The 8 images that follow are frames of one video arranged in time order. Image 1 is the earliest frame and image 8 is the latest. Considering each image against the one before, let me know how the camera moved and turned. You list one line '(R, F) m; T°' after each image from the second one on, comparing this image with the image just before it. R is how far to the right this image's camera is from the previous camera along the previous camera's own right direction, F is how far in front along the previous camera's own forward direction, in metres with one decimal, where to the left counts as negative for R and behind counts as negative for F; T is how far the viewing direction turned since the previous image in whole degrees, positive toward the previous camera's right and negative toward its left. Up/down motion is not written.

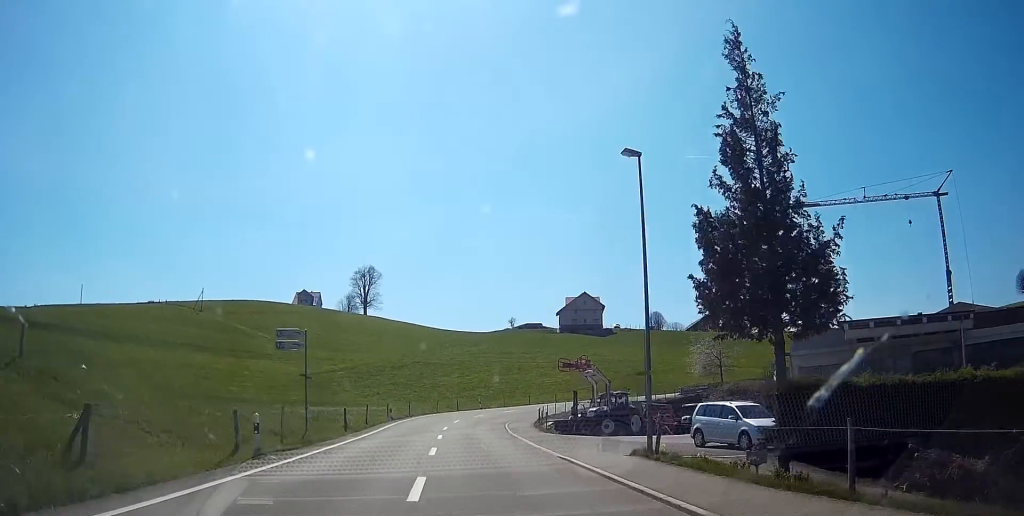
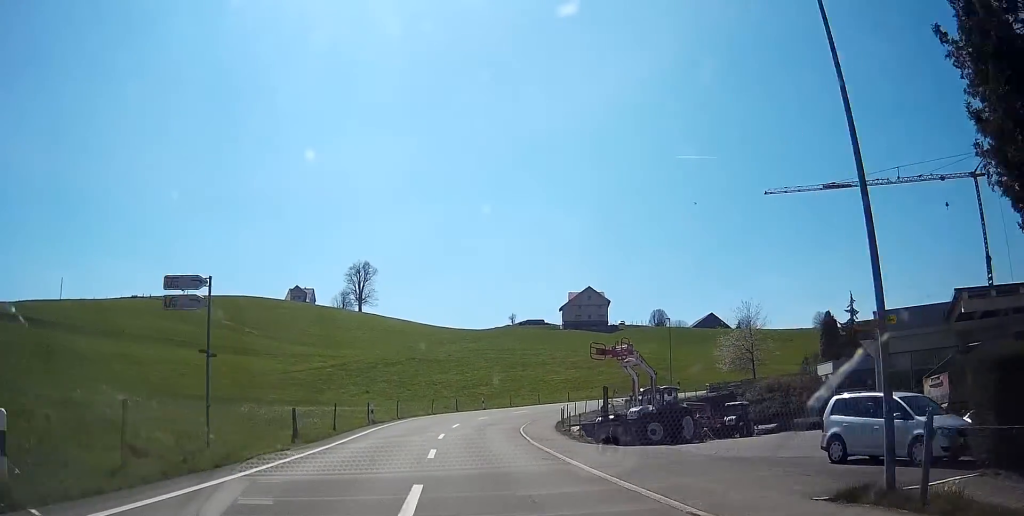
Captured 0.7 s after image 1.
(0.0, +10.3) m; 0°
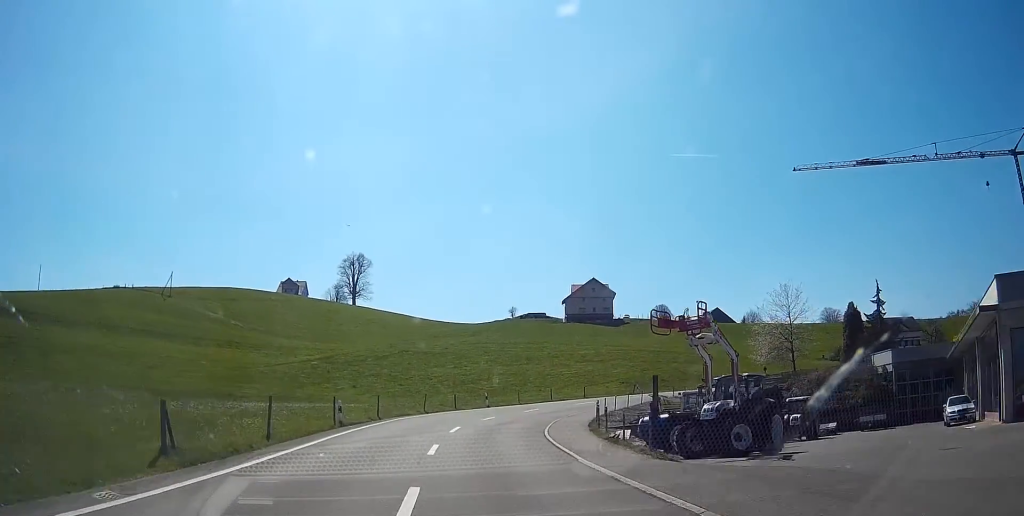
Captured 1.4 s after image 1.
(0.0, +10.1) m; +1°
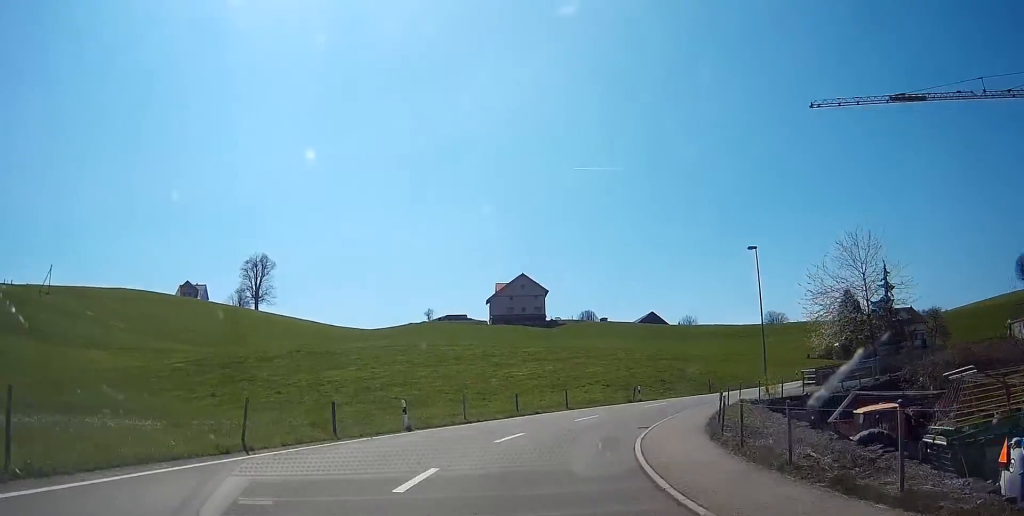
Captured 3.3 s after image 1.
(+1.3, +25.4) m; +9°
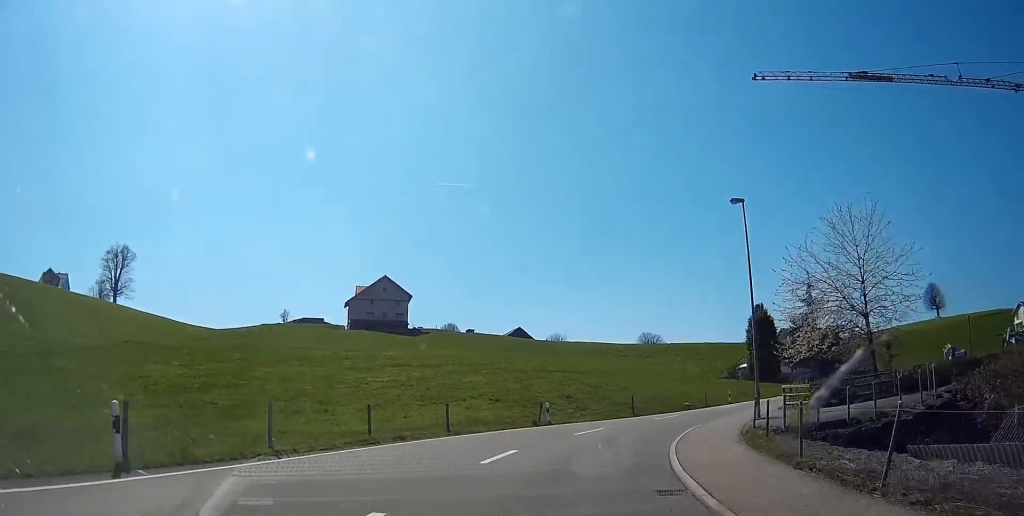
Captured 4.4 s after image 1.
(+1.1, +13.4) m; +12°
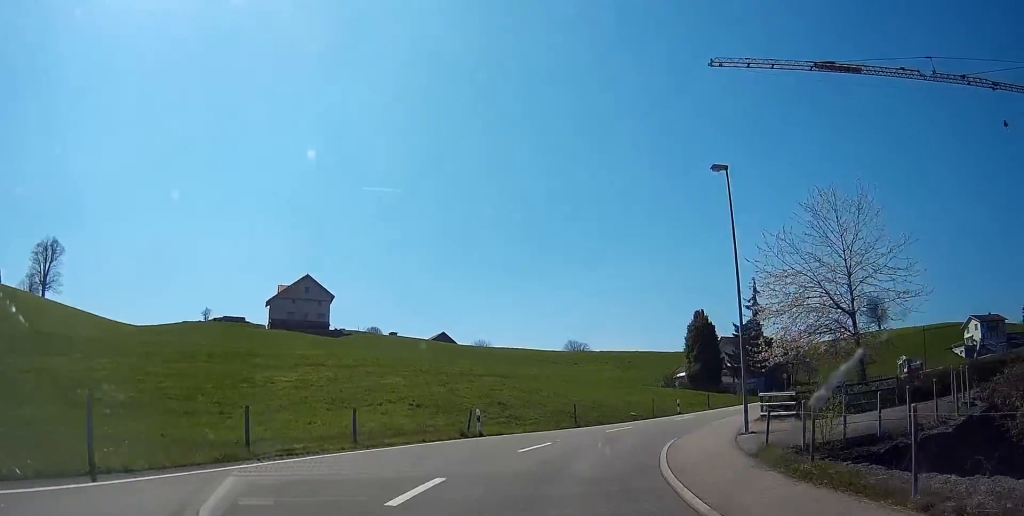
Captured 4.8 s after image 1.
(+0.5, +5.1) m; +6°
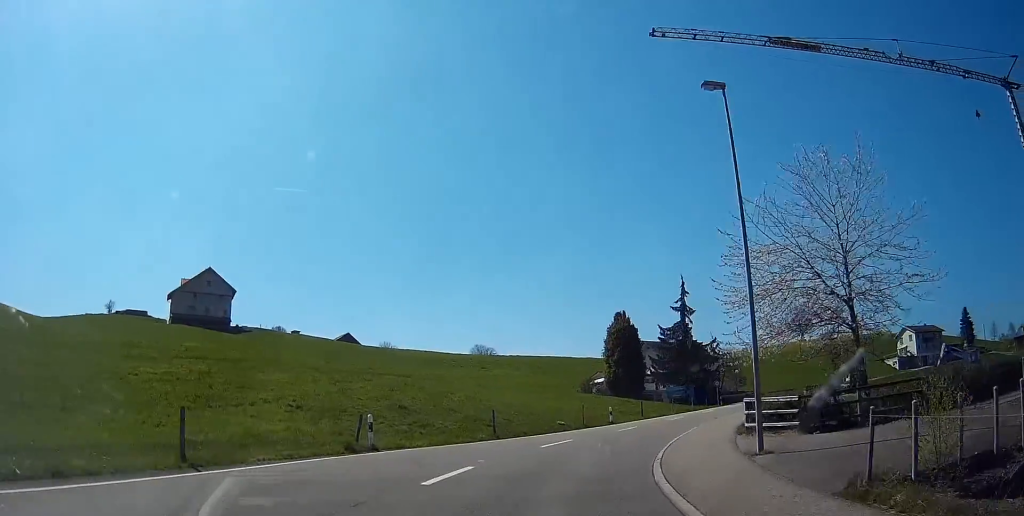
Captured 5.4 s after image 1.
(+0.3, +6.7) m; +7°
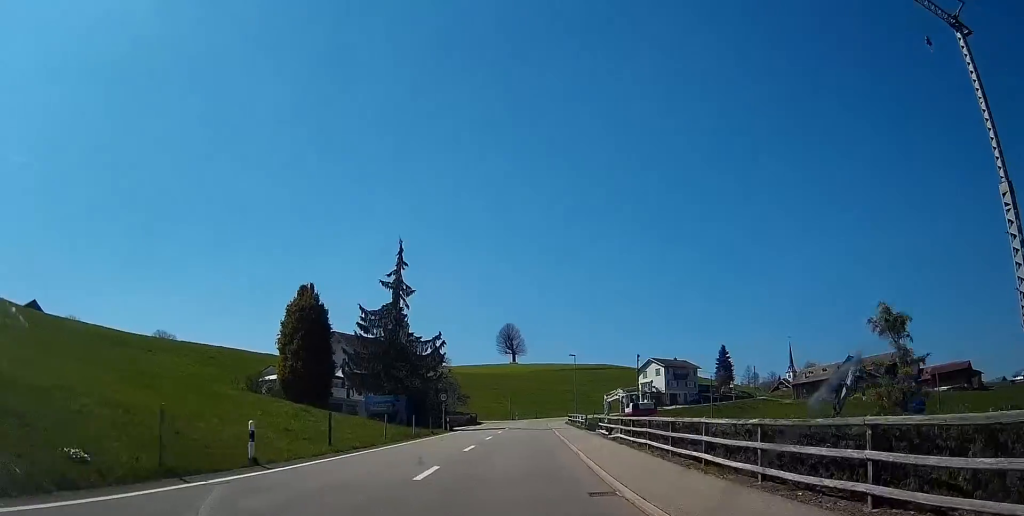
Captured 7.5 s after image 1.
(+5.4, +24.4) m; +22°
